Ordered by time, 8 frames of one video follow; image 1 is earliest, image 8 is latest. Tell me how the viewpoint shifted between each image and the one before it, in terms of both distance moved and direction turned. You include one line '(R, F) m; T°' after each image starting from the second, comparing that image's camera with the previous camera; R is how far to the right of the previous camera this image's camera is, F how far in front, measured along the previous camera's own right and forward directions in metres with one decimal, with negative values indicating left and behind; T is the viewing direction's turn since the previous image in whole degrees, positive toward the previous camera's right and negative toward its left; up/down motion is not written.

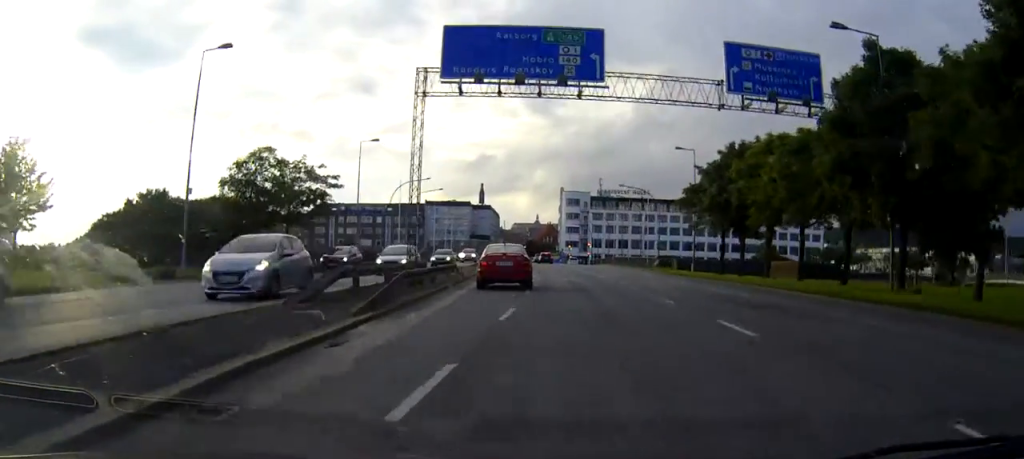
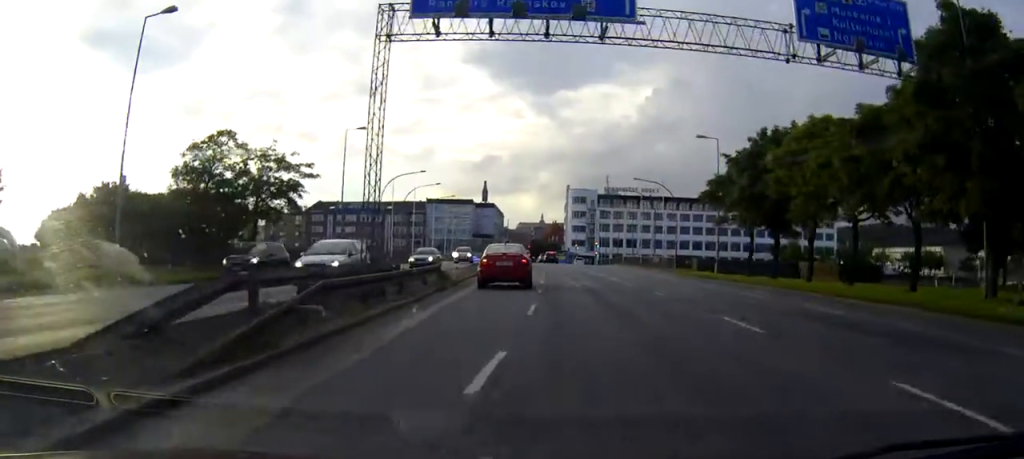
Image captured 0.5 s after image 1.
(-0.1, +6.6) m; -1°
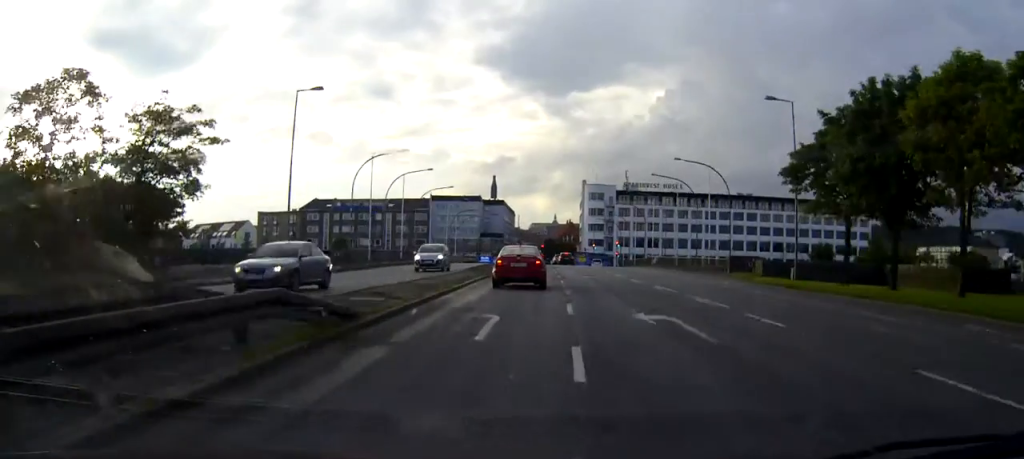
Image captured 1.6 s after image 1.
(-0.2, +14.8) m; -1°
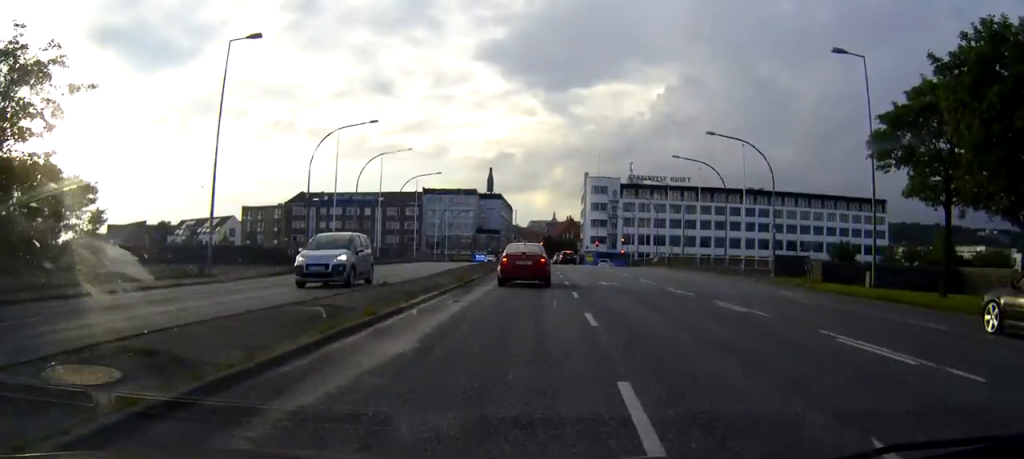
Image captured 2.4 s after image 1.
(0.0, +10.3) m; 0°
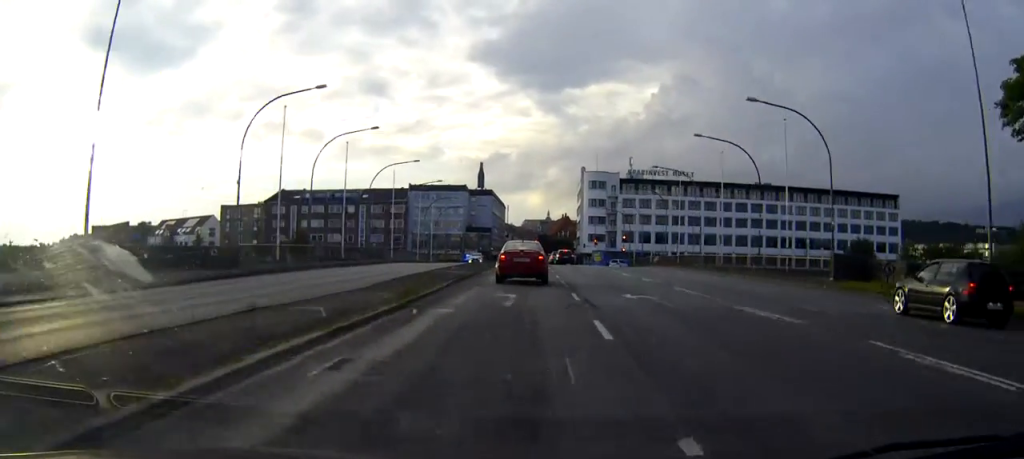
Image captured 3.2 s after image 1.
(0.0, +9.7) m; 0°
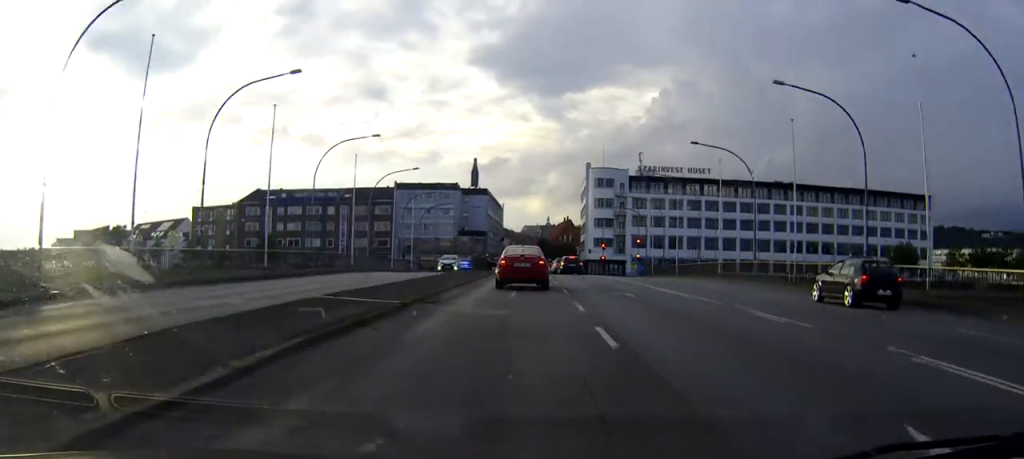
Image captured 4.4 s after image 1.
(+0.1, +15.2) m; 0°
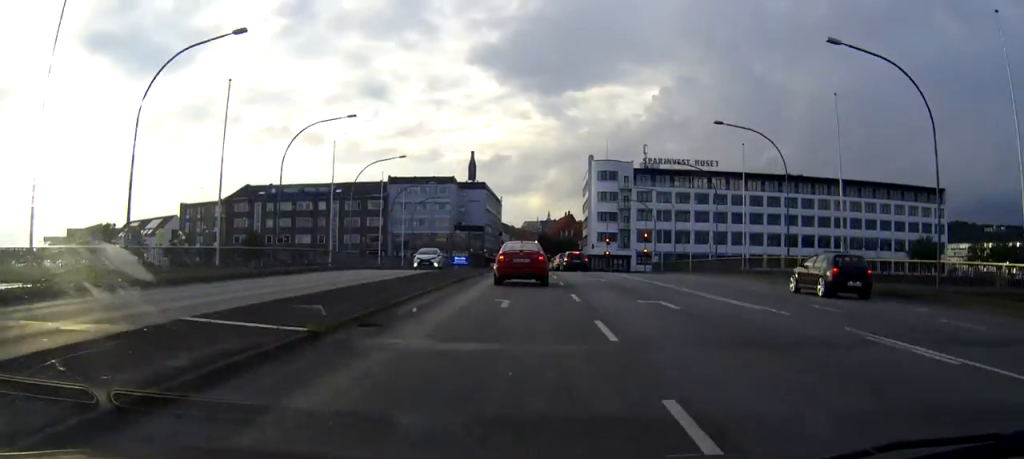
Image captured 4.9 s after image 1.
(0.0, +6.0) m; 0°
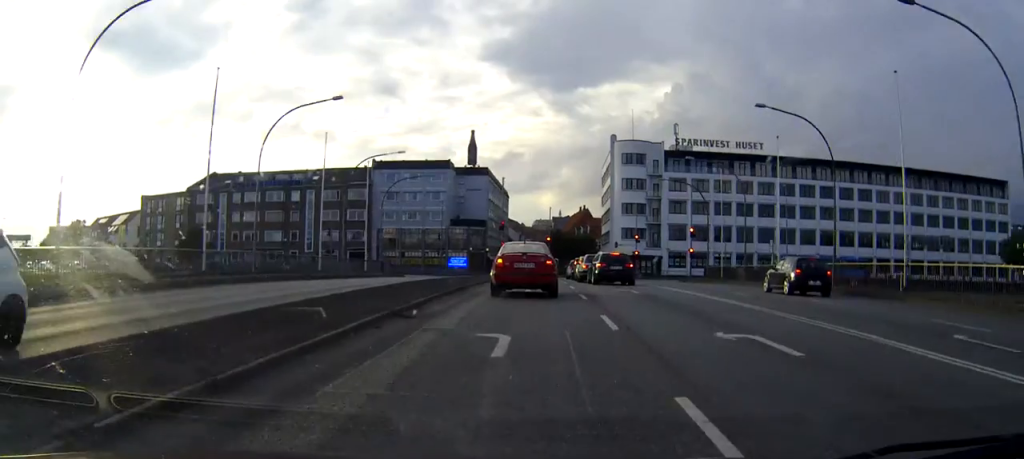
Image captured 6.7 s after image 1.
(-0.1, +20.7) m; -1°
